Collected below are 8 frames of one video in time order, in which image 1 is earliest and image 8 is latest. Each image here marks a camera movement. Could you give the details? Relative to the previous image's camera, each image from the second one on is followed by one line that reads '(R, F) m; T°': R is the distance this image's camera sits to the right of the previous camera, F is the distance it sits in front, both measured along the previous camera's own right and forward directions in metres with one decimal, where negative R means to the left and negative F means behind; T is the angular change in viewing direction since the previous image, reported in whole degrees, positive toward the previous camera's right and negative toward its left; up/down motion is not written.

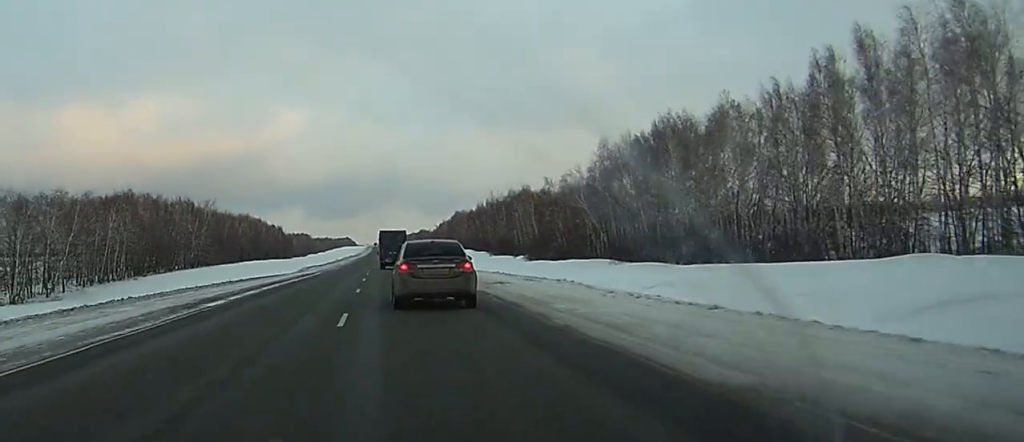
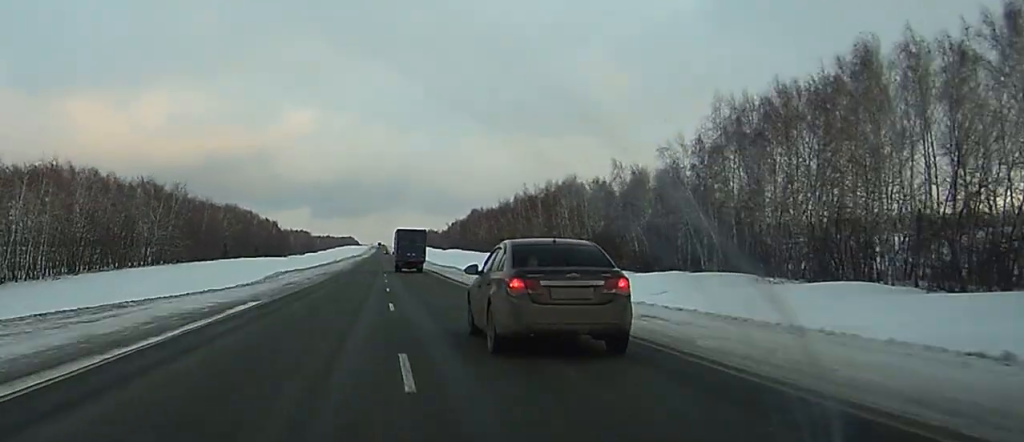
(0.0, +42.1) m; 0°
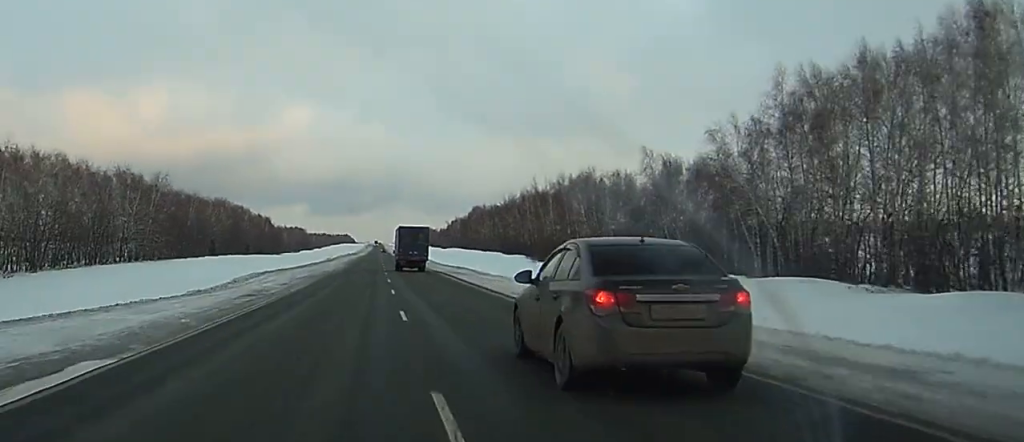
(0.0, +14.9) m; 0°
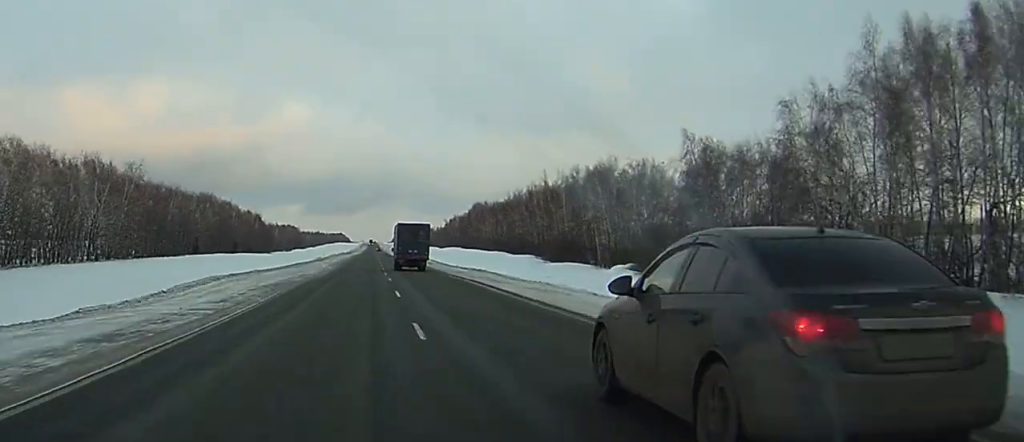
(-0.1, +16.0) m; 0°
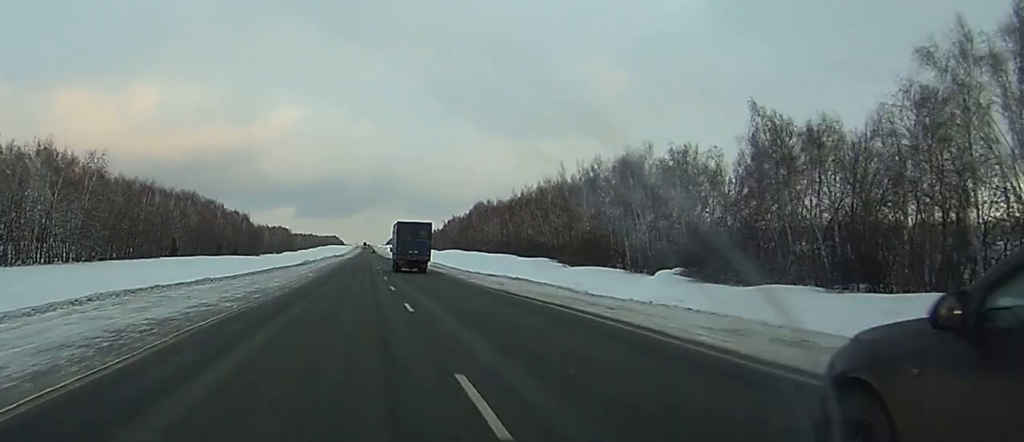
(0.0, +19.0) m; 0°
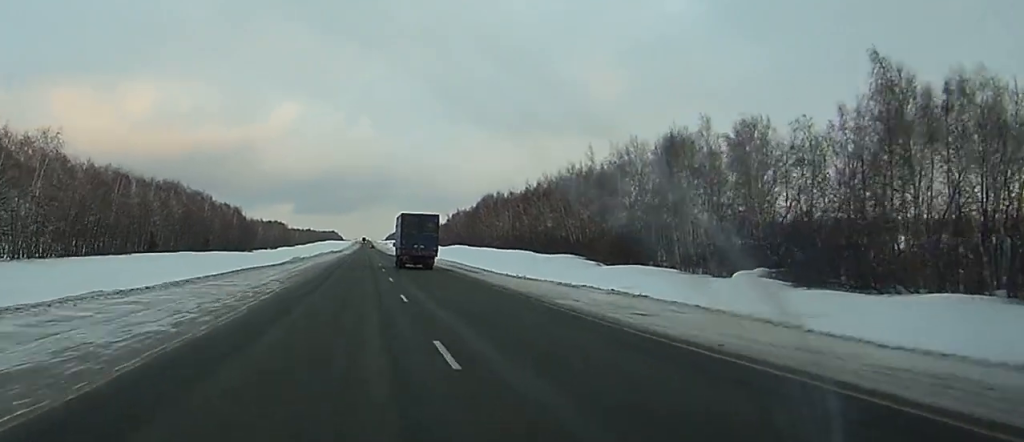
(0.0, +20.0) m; 0°
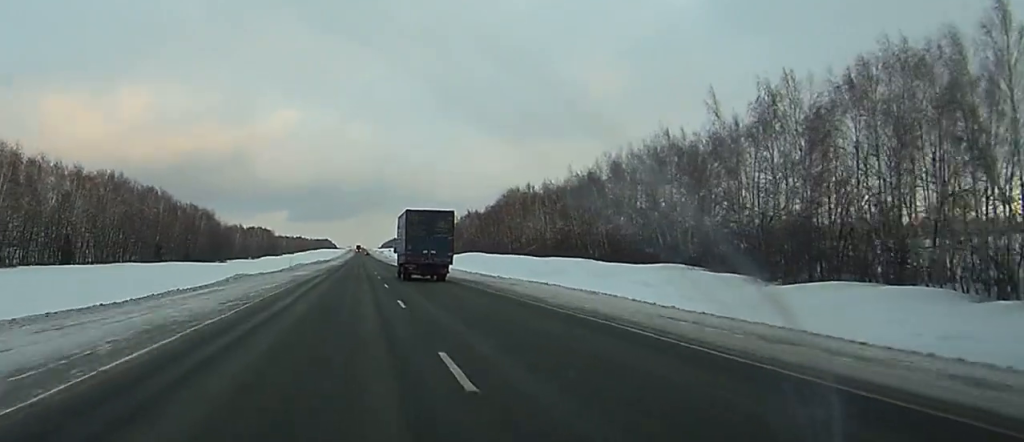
(+0.1, +50.1) m; 0°
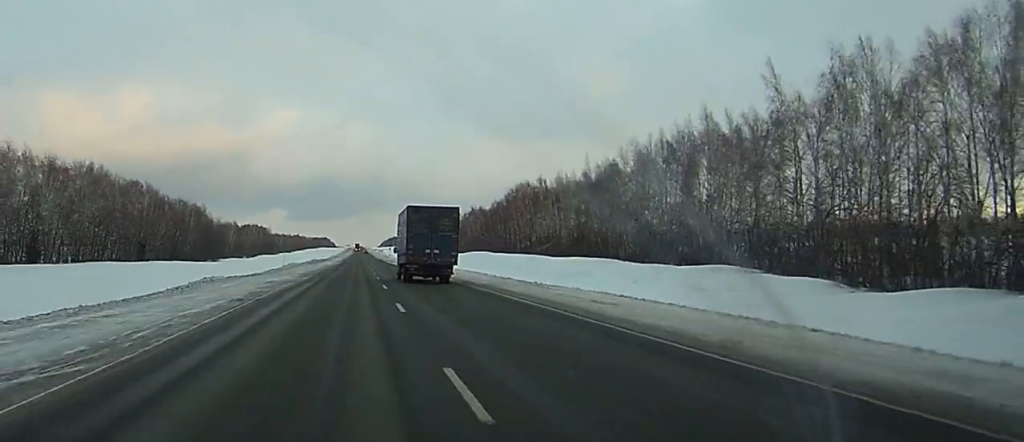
(0.0, +13.5) m; 0°
